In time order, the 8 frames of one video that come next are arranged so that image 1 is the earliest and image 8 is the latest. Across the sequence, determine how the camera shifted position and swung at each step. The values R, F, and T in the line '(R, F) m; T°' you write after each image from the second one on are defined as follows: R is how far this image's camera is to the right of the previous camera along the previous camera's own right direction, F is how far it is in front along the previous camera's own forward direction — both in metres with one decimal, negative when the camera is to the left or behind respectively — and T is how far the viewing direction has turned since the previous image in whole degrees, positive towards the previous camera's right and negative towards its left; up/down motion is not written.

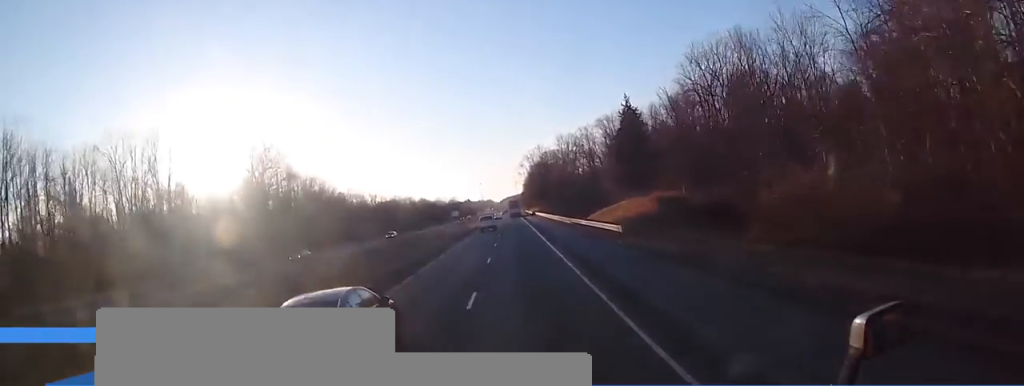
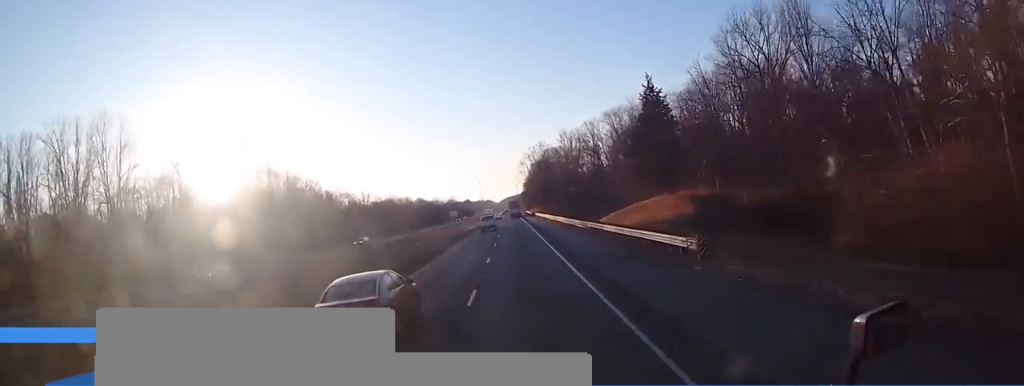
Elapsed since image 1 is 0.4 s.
(-0.2, +12.2) m; 0°
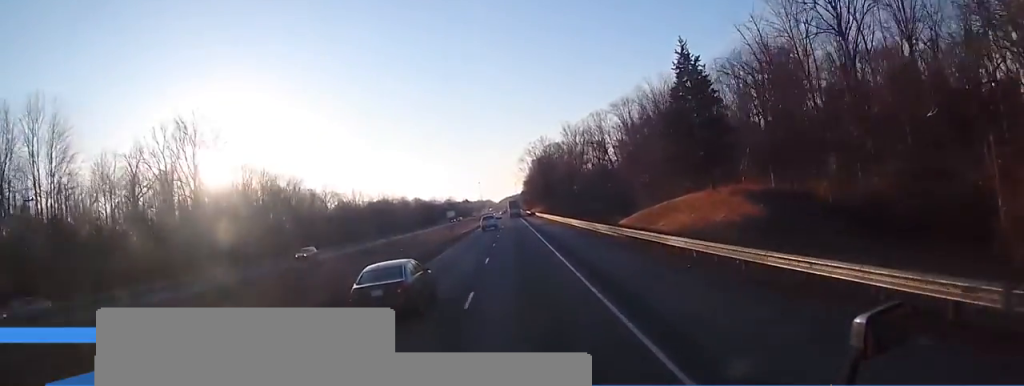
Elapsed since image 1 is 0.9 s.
(0.0, +12.7) m; 0°
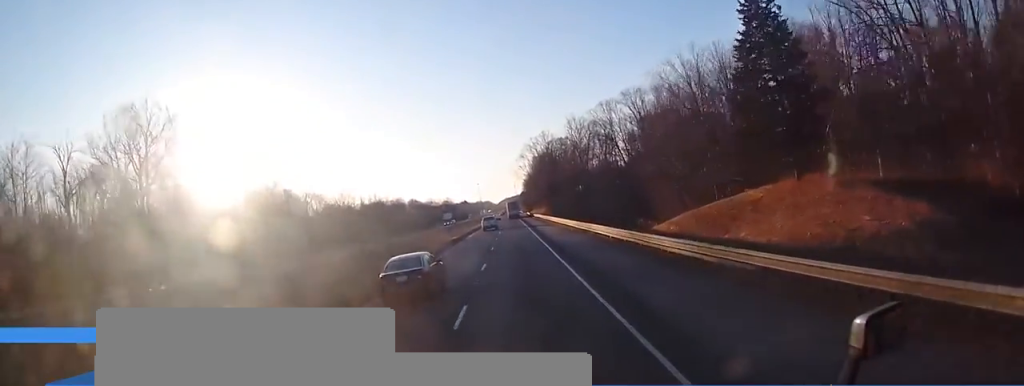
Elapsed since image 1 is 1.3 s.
(+0.3, +14.2) m; 0°
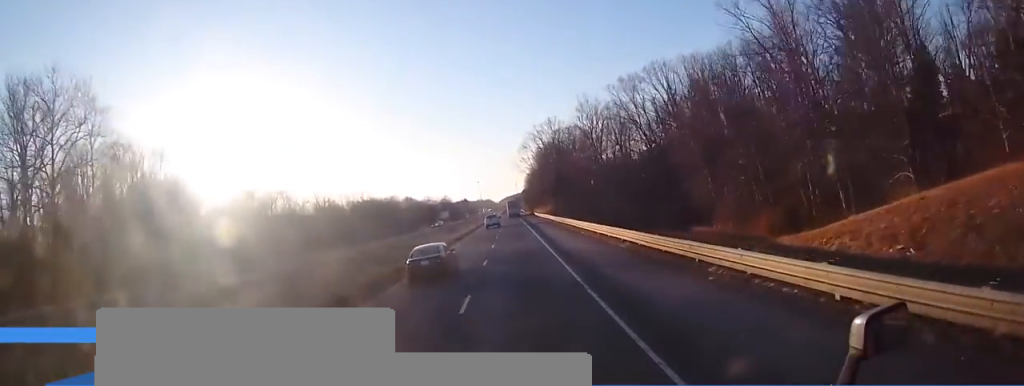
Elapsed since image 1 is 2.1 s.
(0.0, +23.0) m; 0°
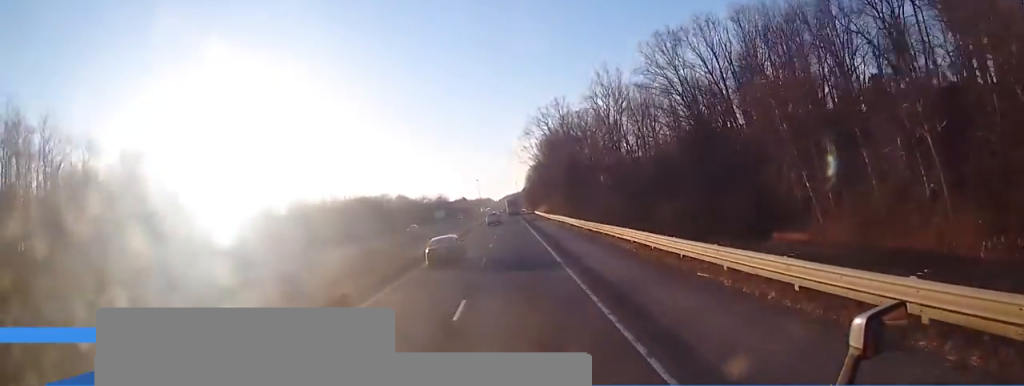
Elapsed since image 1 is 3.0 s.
(-0.2, +24.9) m; 0°
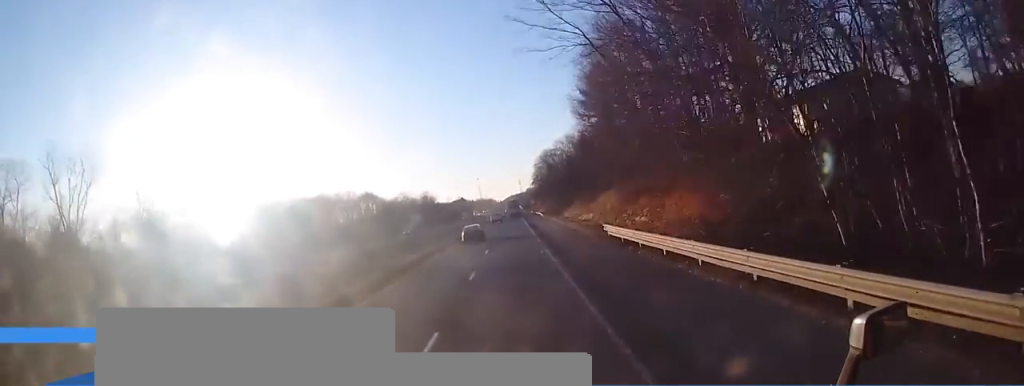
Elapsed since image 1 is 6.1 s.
(+0.6, +90.4) m; 0°
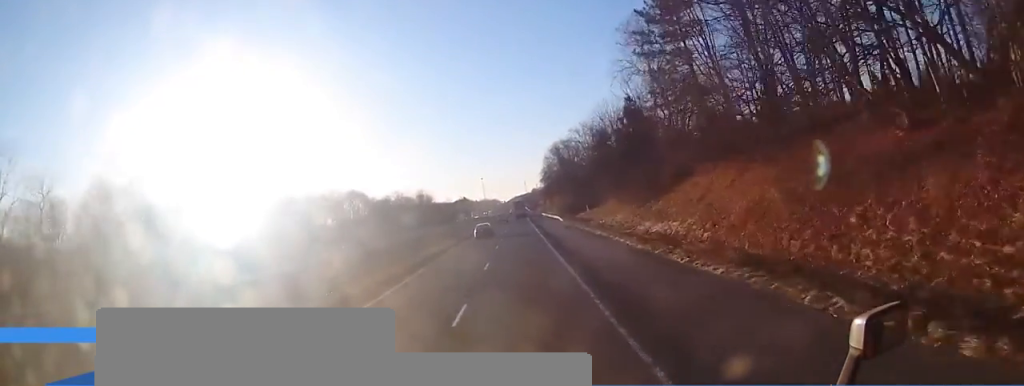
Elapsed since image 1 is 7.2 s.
(-0.2, +32.7) m; 0°
